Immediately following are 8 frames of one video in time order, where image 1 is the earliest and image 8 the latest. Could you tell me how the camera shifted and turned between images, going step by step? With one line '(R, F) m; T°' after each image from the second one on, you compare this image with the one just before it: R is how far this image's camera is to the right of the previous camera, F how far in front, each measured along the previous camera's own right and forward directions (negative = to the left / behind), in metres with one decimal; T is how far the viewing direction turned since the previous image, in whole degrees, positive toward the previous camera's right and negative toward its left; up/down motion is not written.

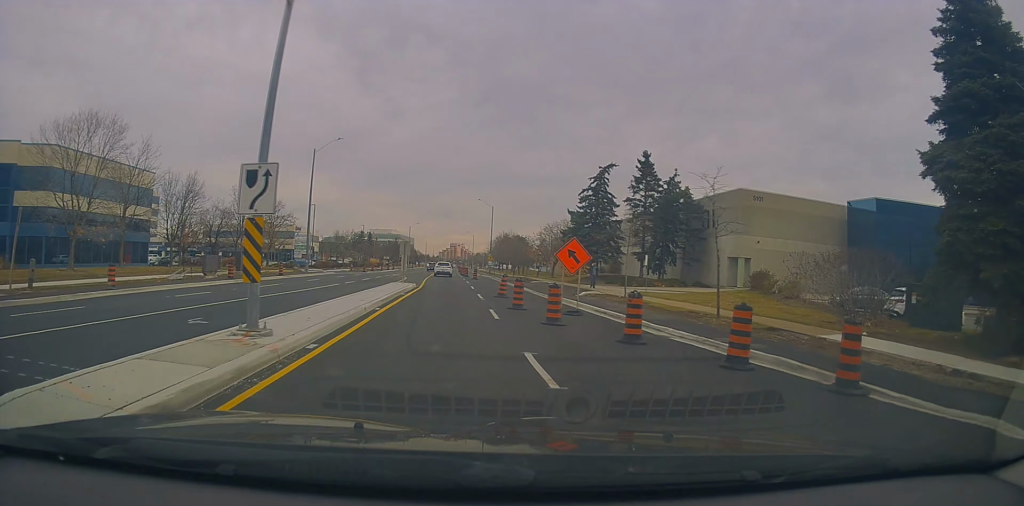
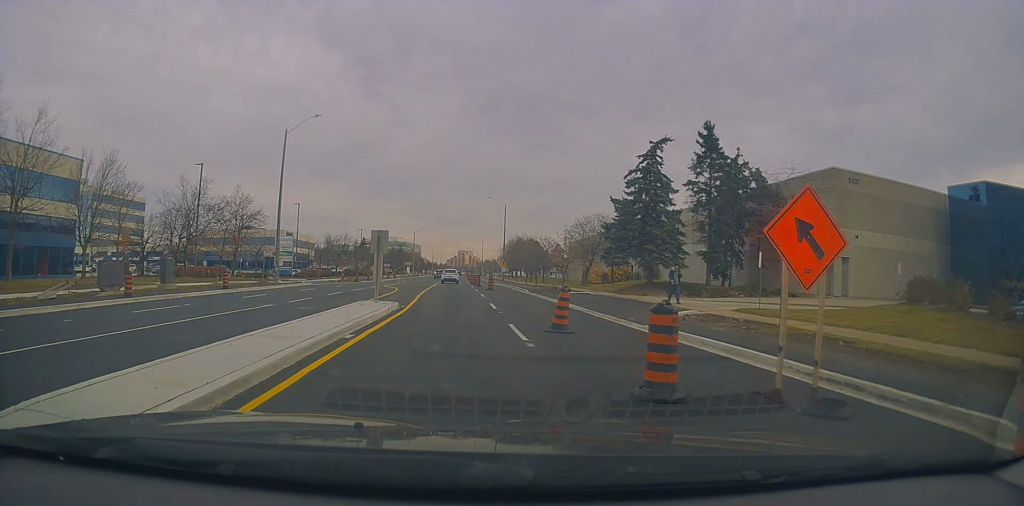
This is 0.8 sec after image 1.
(-0.4, +12.8) m; 0°
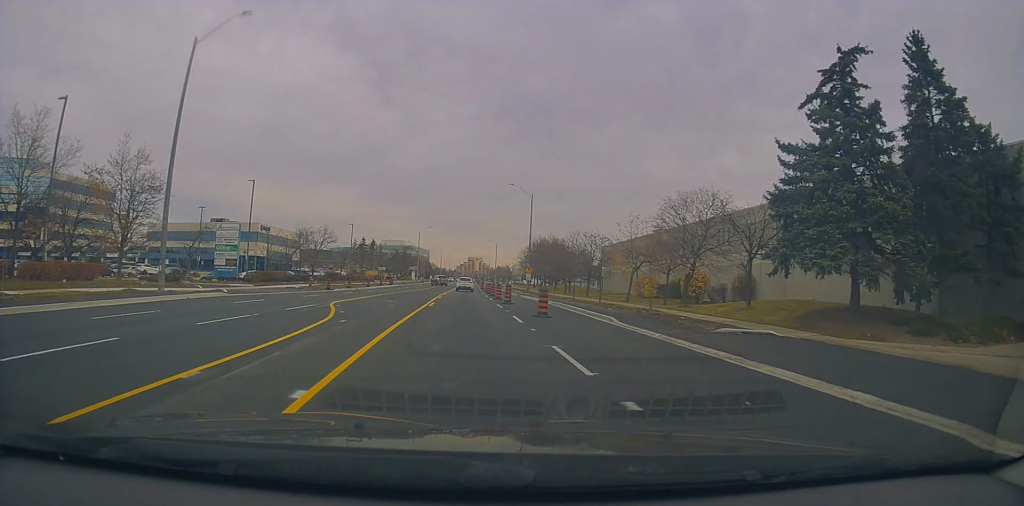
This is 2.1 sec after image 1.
(+0.5, +21.1) m; 0°
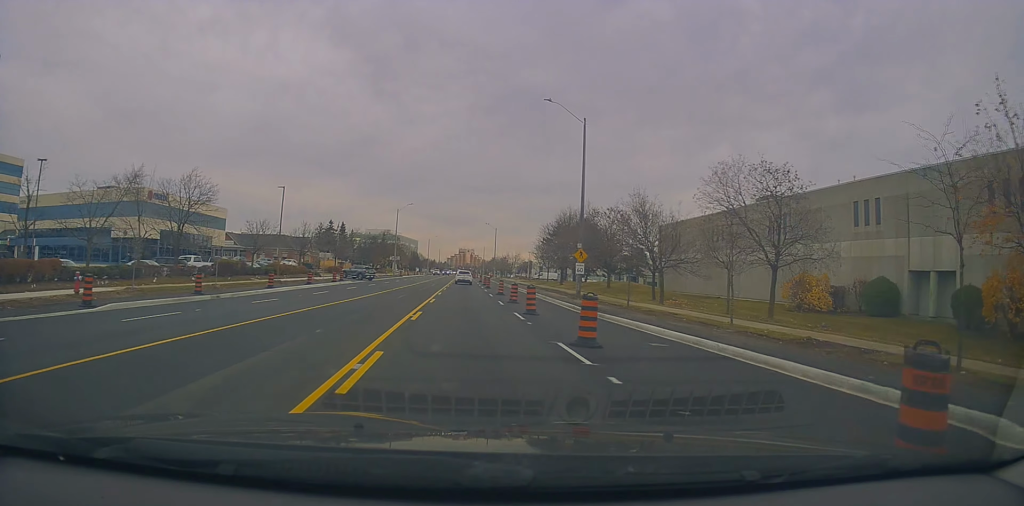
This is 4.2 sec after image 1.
(-1.4, +34.5) m; -3°
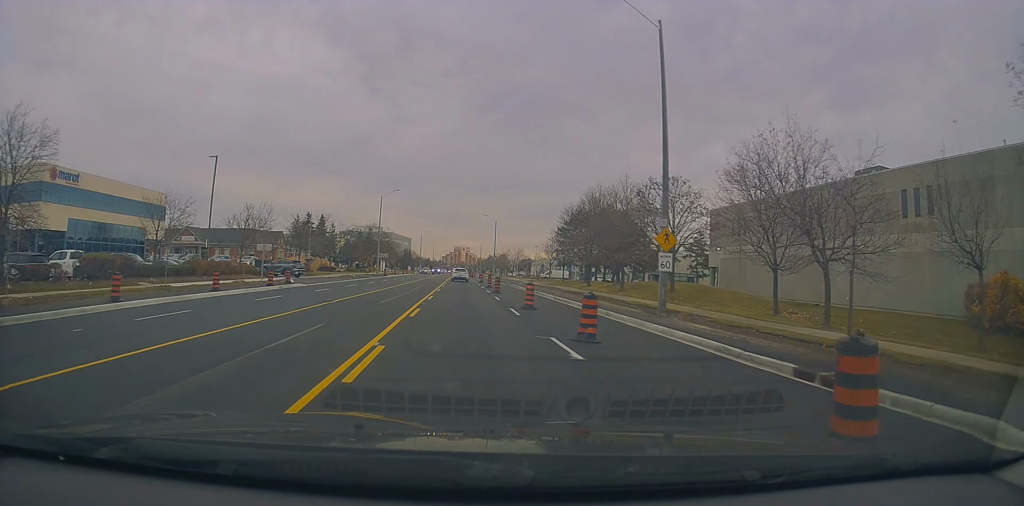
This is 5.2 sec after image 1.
(+0.2, +17.7) m; +2°
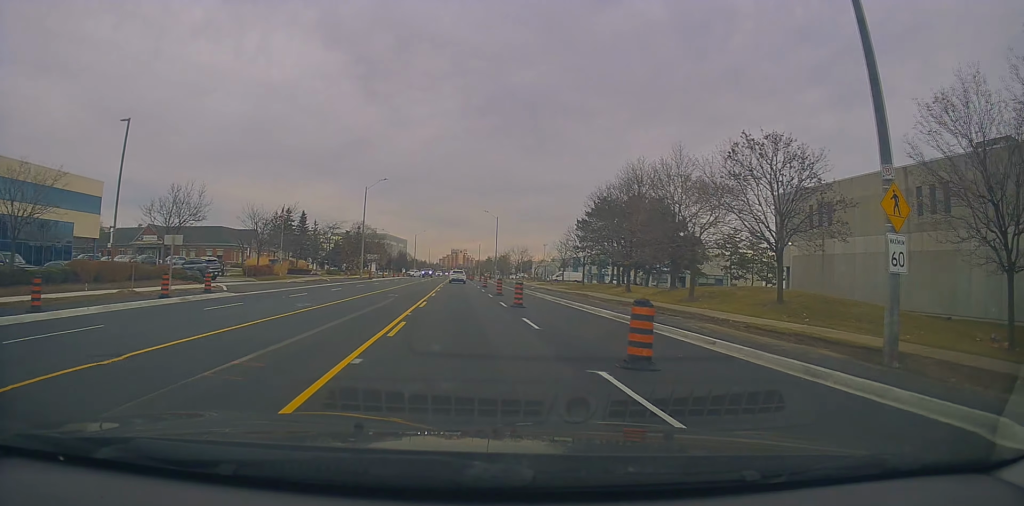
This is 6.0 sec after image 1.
(+0.2, +13.3) m; +1°
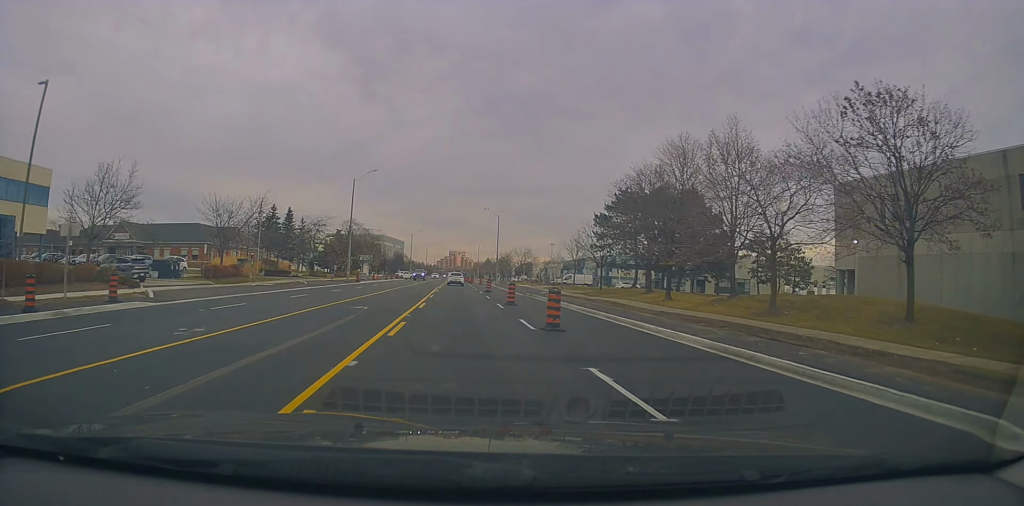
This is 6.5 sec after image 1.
(0.0, +8.5) m; 0°
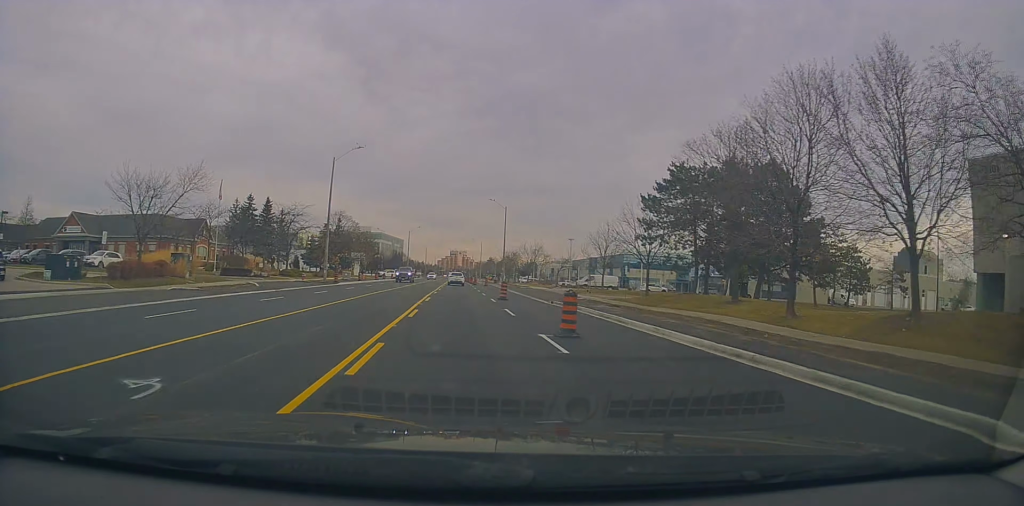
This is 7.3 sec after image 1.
(0.0, +13.4) m; +1°
